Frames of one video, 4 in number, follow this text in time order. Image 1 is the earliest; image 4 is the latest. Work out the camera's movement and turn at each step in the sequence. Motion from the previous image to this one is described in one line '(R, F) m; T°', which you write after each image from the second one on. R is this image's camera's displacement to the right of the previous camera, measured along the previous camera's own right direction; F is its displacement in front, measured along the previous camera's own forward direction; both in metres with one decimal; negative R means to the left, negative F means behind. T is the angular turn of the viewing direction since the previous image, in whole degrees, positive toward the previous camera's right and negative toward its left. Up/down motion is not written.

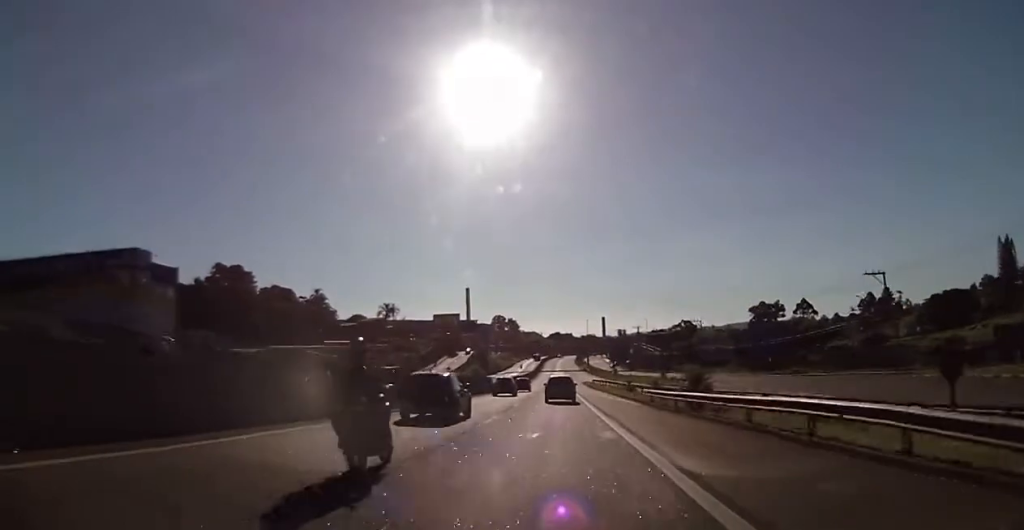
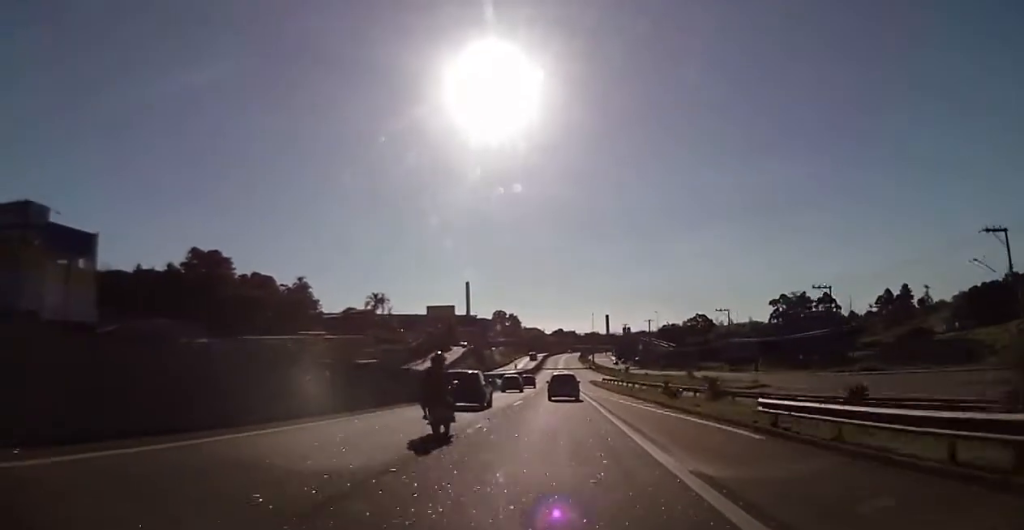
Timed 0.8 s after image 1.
(+0.2, +20.6) m; 0°
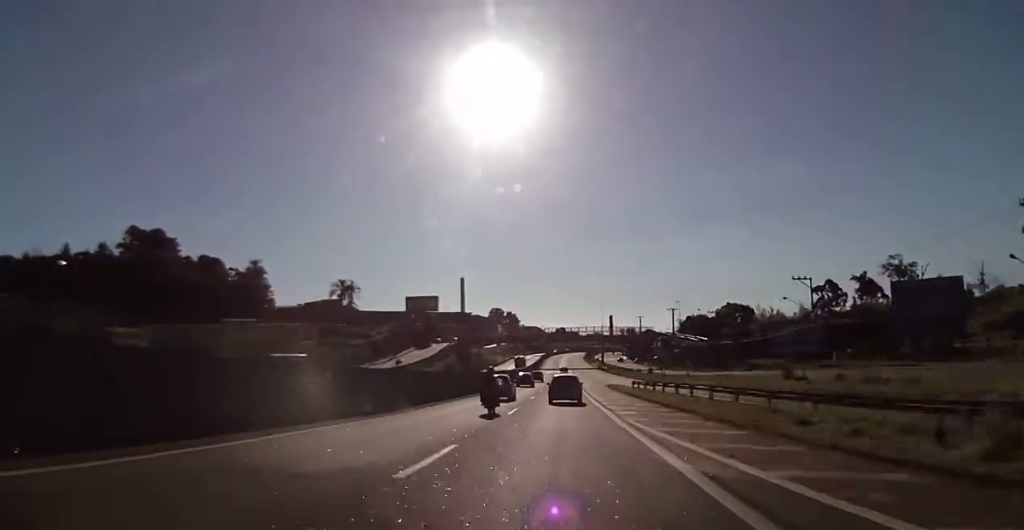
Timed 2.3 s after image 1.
(-0.8, +39.3) m; -1°
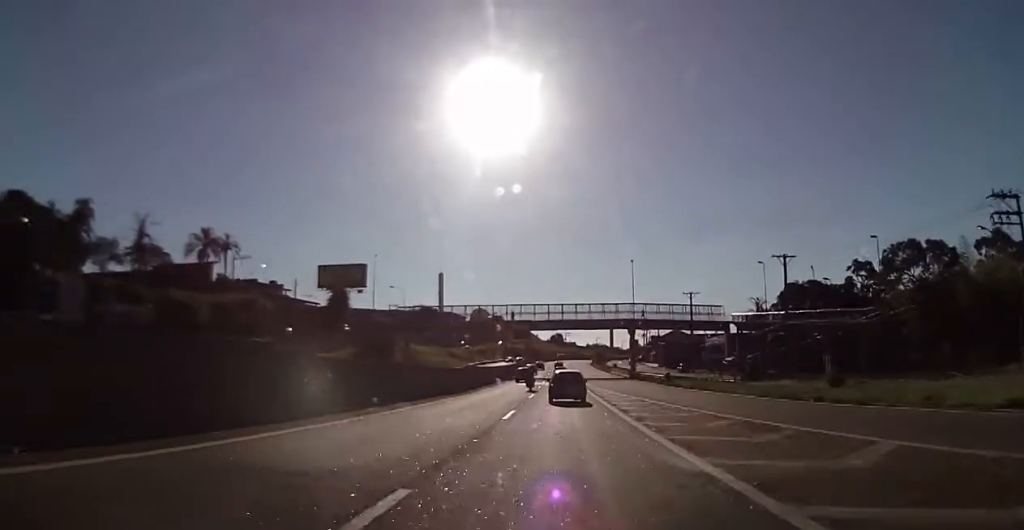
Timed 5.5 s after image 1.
(-0.1, +83.6) m; 0°
